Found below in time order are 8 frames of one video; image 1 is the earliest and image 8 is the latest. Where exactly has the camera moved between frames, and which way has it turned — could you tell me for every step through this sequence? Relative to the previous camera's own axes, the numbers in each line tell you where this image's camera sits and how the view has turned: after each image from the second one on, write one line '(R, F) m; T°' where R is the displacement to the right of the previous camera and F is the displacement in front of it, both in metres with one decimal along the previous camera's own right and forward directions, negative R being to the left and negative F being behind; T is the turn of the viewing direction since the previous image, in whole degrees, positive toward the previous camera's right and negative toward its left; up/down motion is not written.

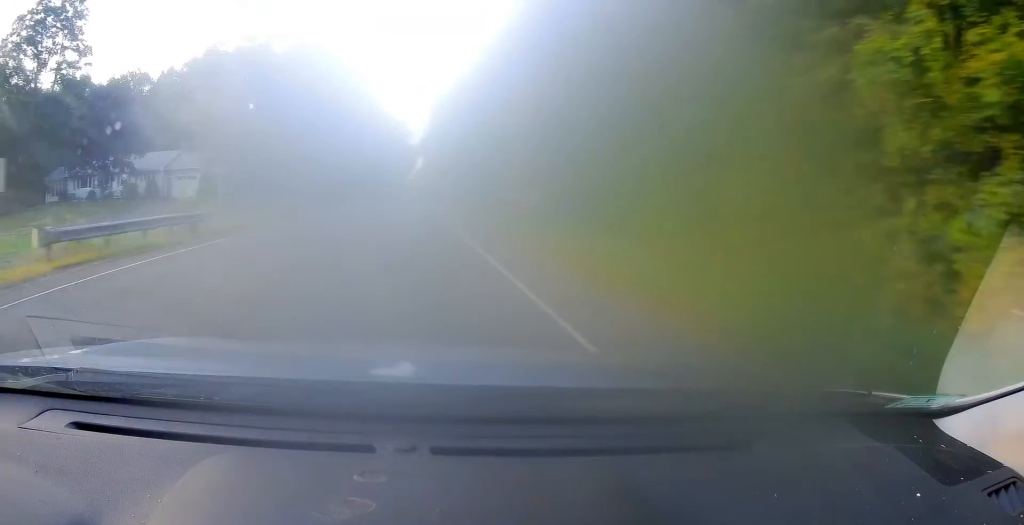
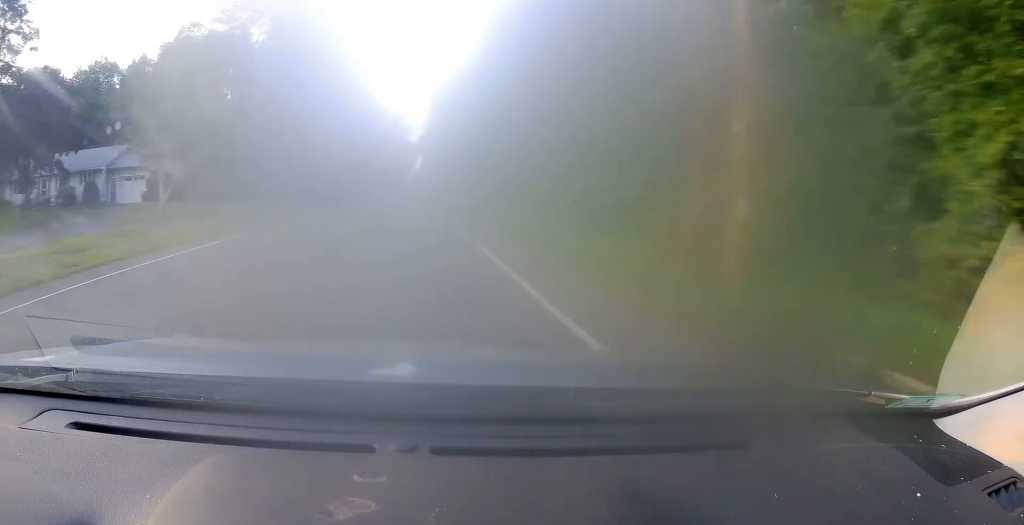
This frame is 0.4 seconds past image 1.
(0.0, +9.6) m; 0°
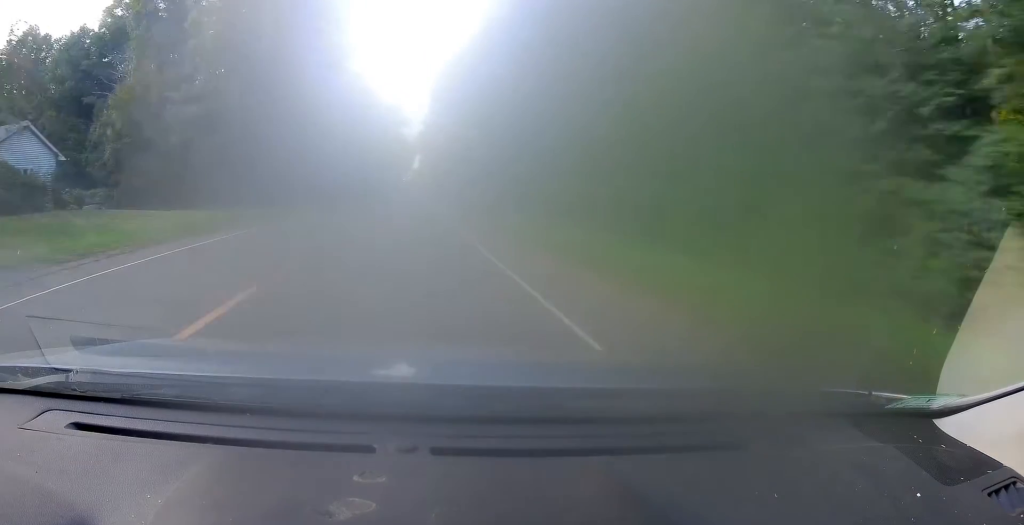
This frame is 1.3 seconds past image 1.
(0.0, +19.9) m; +1°
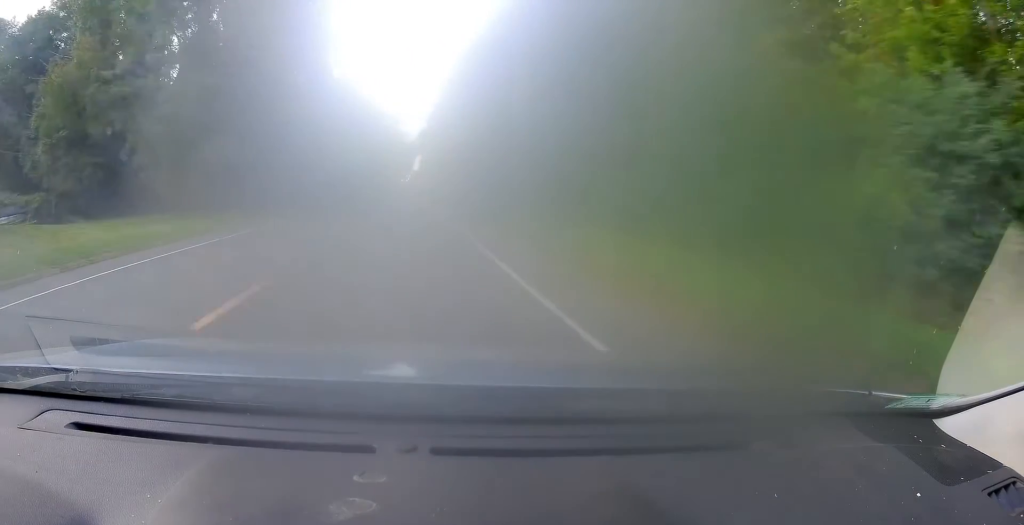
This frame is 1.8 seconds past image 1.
(+0.1, +11.0) m; -1°
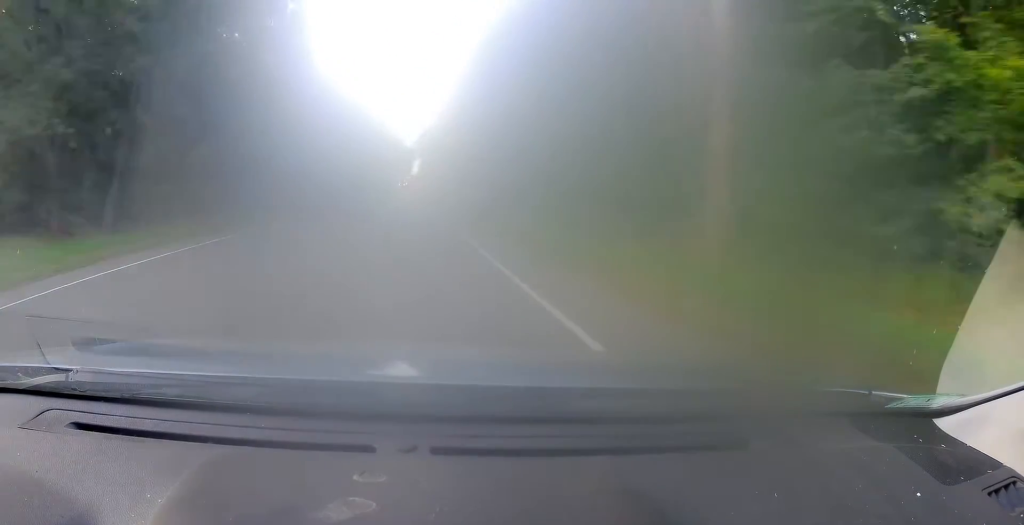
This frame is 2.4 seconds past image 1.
(+0.1, +15.7) m; -1°
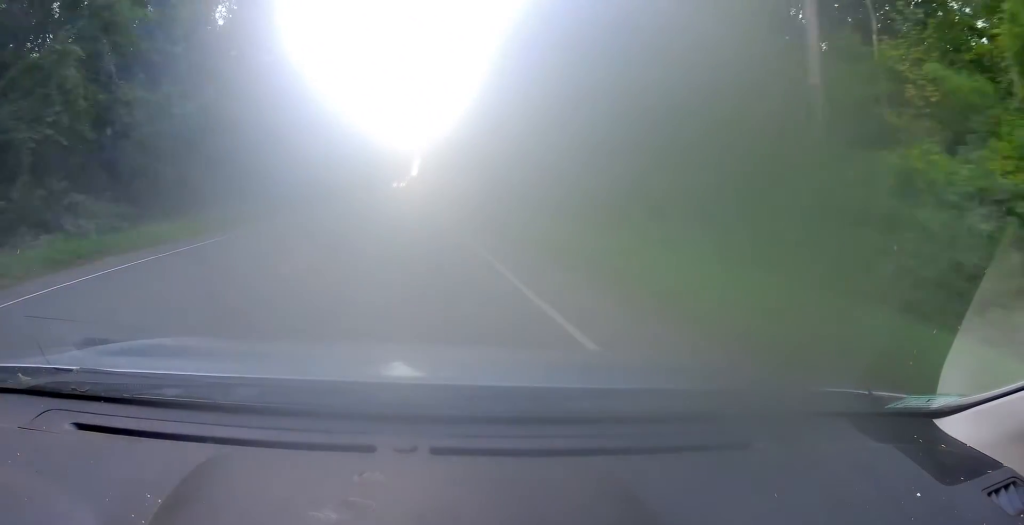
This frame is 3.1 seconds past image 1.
(-0.5, +15.9) m; 0°
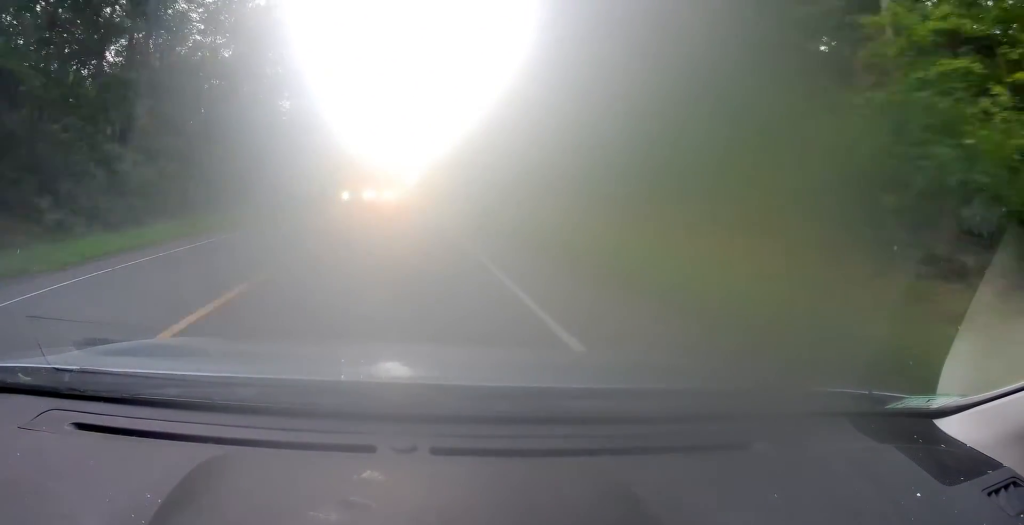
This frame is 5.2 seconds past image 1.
(+0.8, +51.7) m; 0°
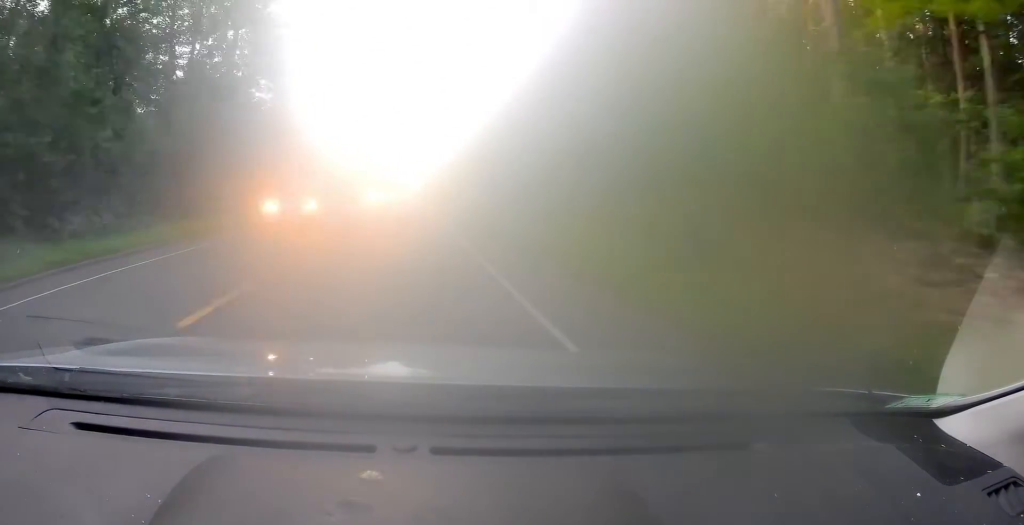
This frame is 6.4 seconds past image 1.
(-0.1, +27.6) m; 0°
